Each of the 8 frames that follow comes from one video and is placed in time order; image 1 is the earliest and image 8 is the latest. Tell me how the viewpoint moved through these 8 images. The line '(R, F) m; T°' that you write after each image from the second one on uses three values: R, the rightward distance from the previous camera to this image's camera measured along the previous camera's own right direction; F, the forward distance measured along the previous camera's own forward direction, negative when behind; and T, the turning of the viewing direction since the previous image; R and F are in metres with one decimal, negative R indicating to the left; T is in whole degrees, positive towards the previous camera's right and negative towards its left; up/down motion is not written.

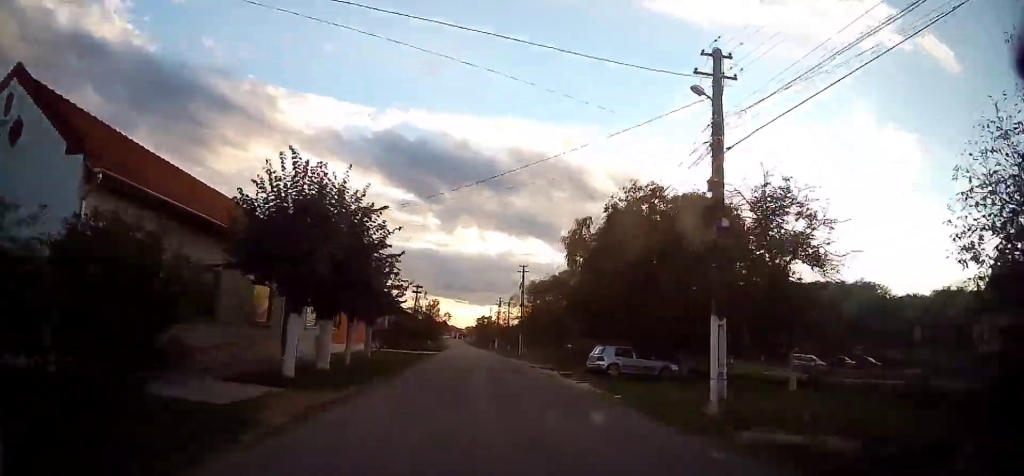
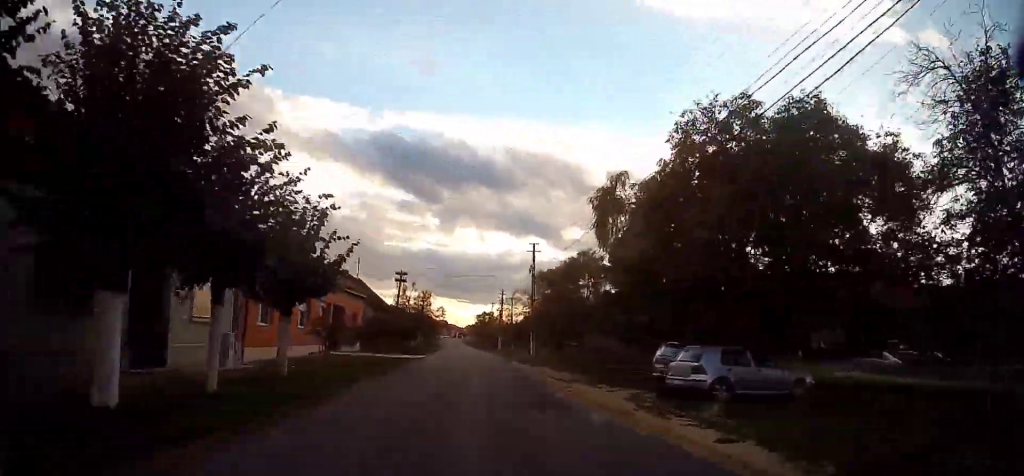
(+0.1, +10.6) m; 0°
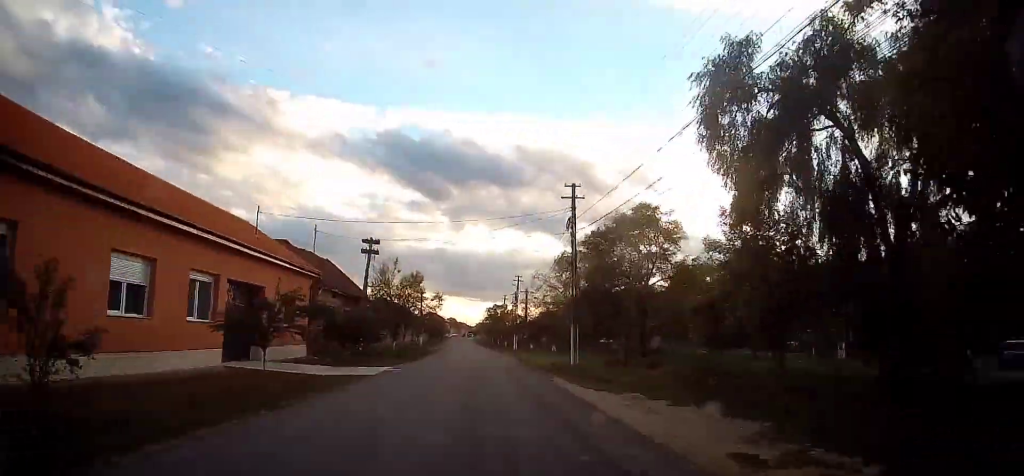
(0.0, +14.2) m; -1°
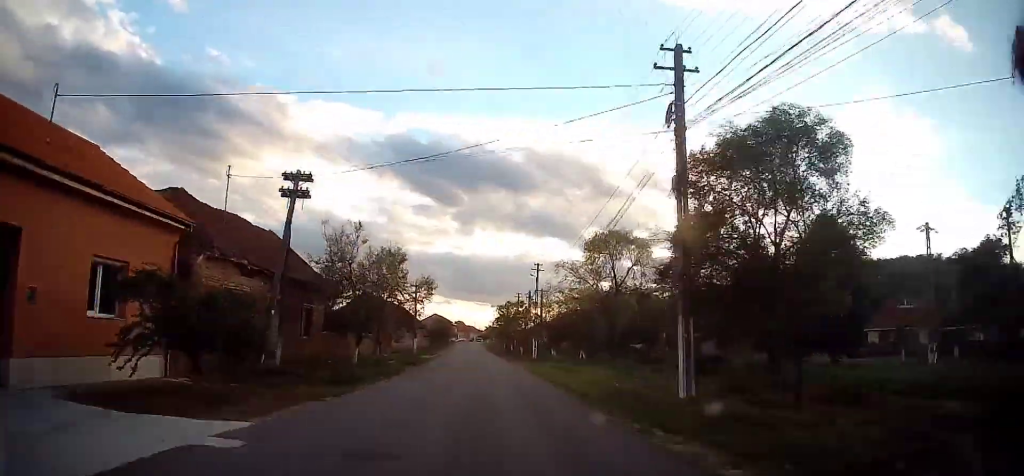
(-0.2, +12.8) m; -1°
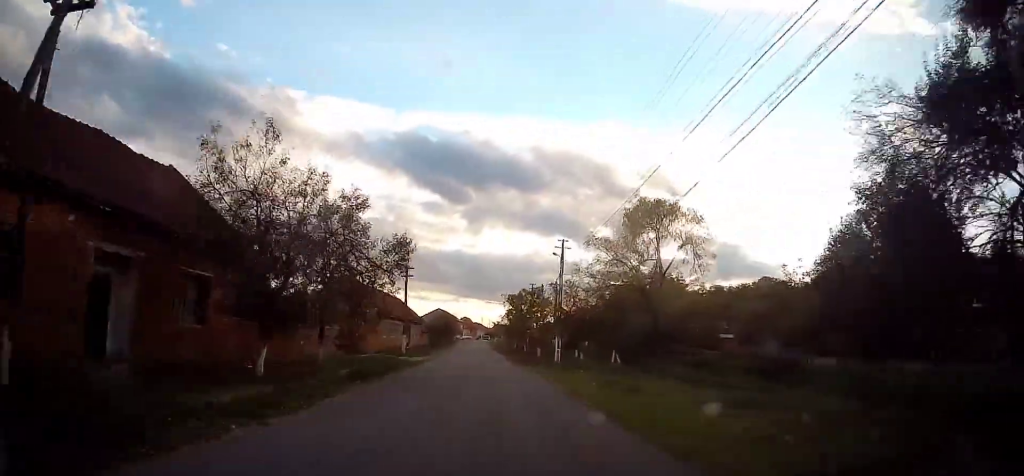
(-0.1, +10.7) m; -1°
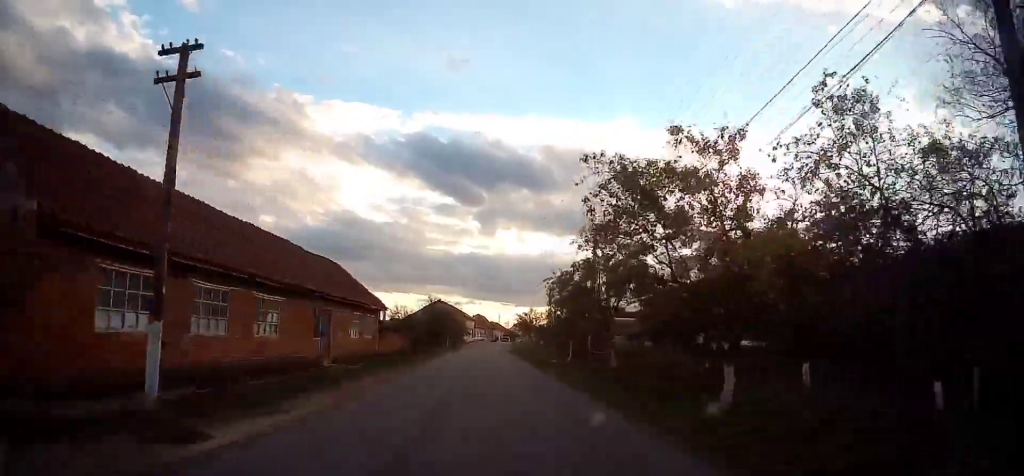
(0.0, +32.3) m; -2°
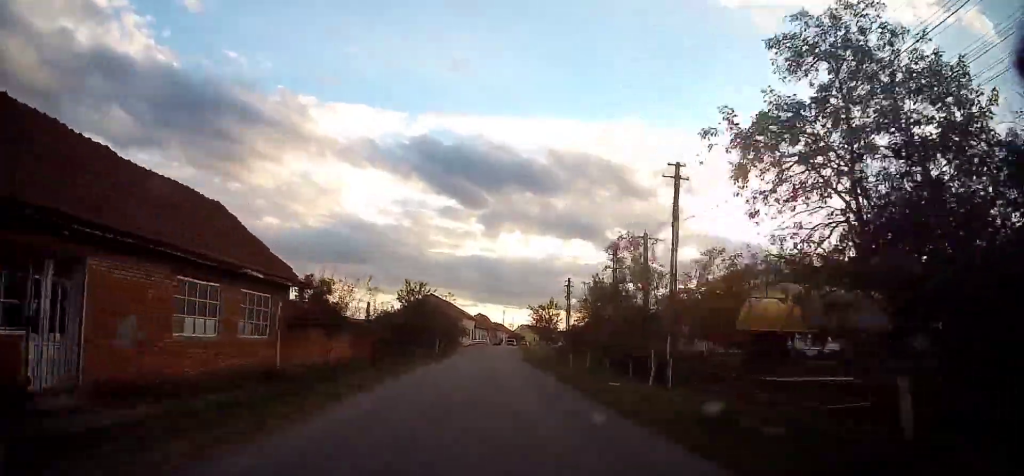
(-0.7, +15.5) m; -1°
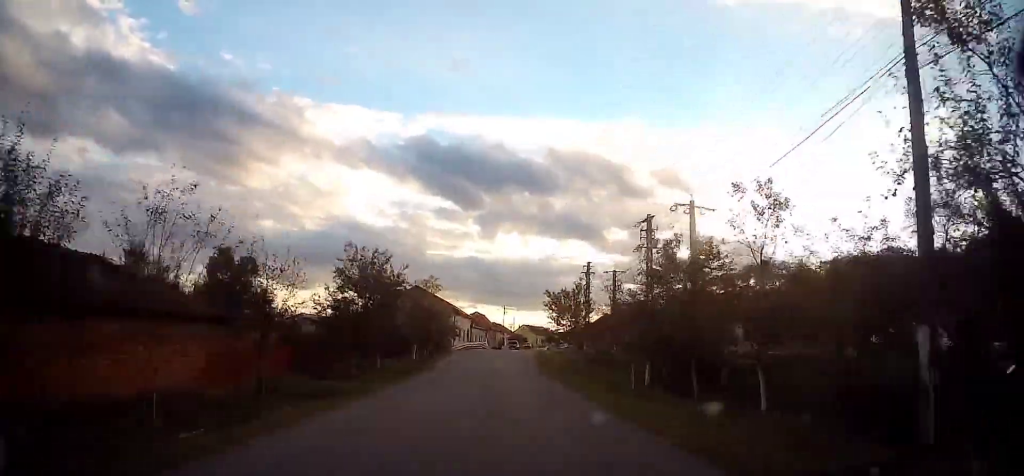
(+0.2, +13.0) m; +1°
